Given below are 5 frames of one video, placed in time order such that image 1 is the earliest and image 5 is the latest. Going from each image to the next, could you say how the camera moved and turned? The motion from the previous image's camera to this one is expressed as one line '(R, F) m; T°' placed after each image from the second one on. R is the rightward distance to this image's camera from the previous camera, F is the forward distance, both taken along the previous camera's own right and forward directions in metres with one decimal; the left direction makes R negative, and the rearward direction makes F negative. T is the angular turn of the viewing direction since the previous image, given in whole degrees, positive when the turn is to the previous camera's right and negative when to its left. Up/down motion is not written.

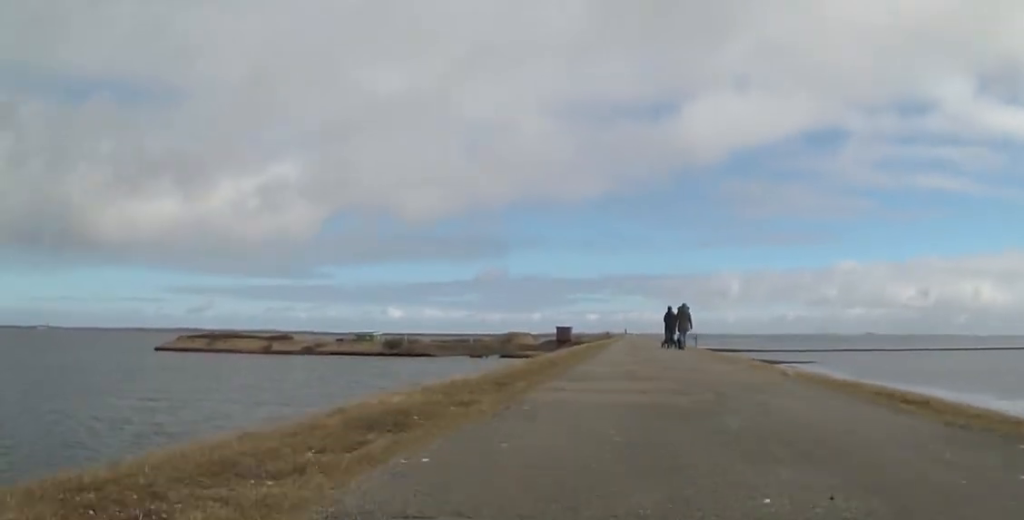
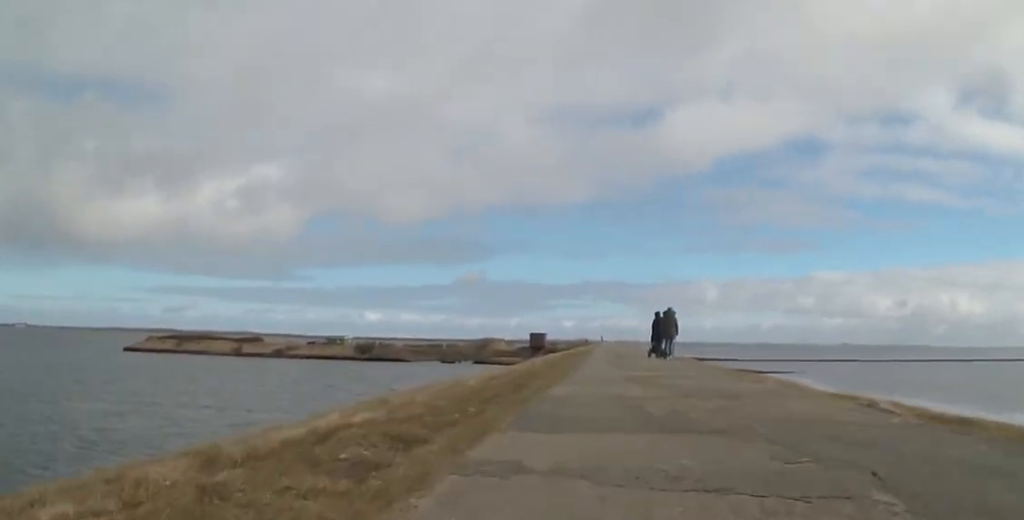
(+0.6, +4.4) m; +6°
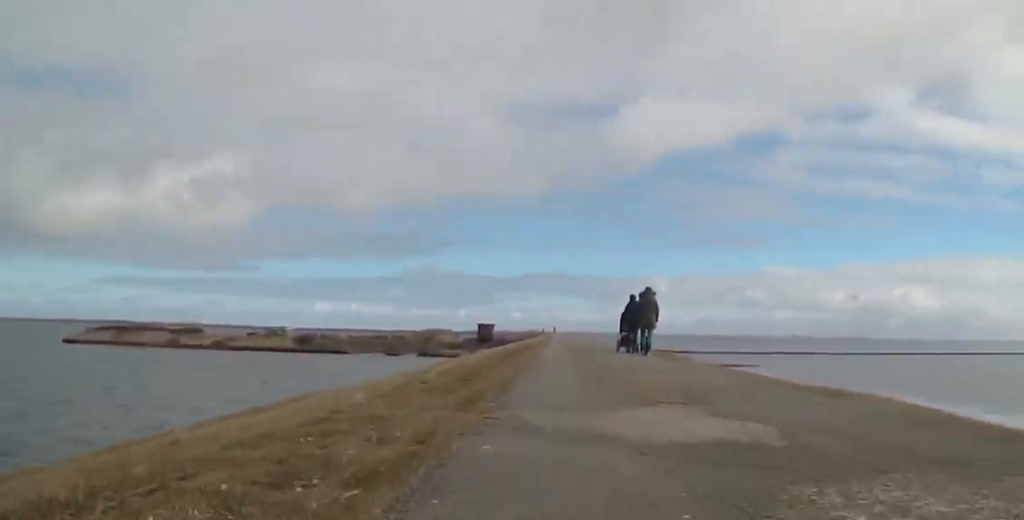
(+0.7, +9.2) m; -6°
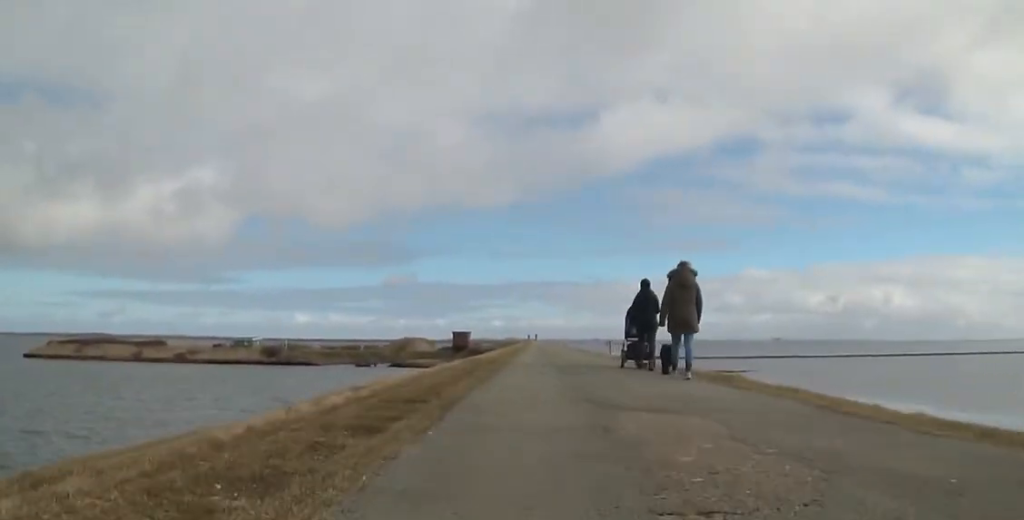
(-0.2, +11.8) m; -1°
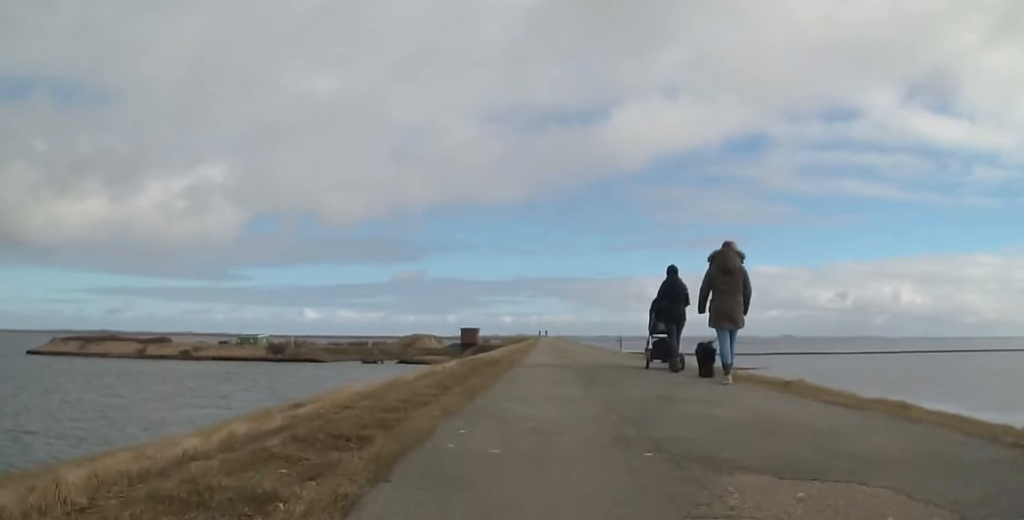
(+0.3, +2.8) m; -1°
